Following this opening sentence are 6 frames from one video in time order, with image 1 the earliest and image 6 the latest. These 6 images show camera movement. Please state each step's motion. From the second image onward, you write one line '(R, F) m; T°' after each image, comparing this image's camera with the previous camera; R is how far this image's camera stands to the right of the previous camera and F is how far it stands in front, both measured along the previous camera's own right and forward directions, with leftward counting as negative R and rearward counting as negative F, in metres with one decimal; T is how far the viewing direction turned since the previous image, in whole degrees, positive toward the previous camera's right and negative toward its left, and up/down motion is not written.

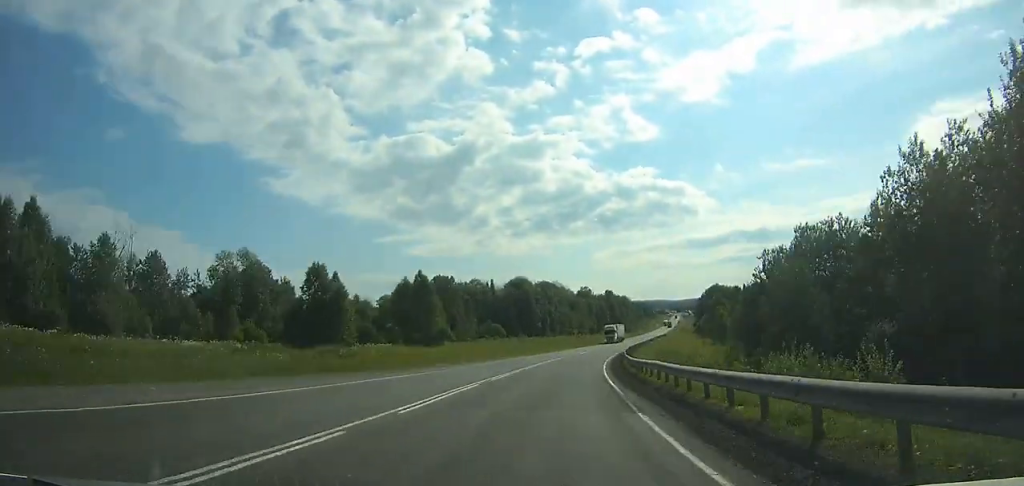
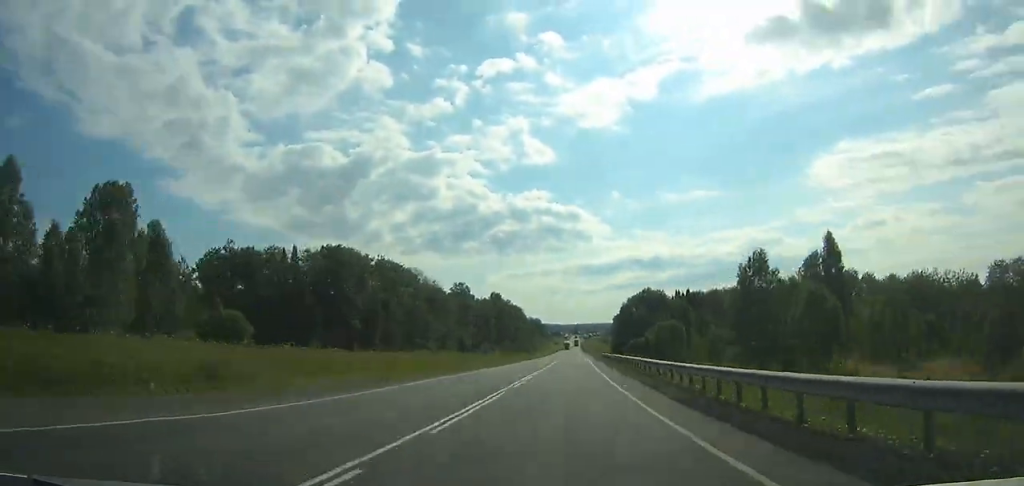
(+9.2, +97.4) m; +9°
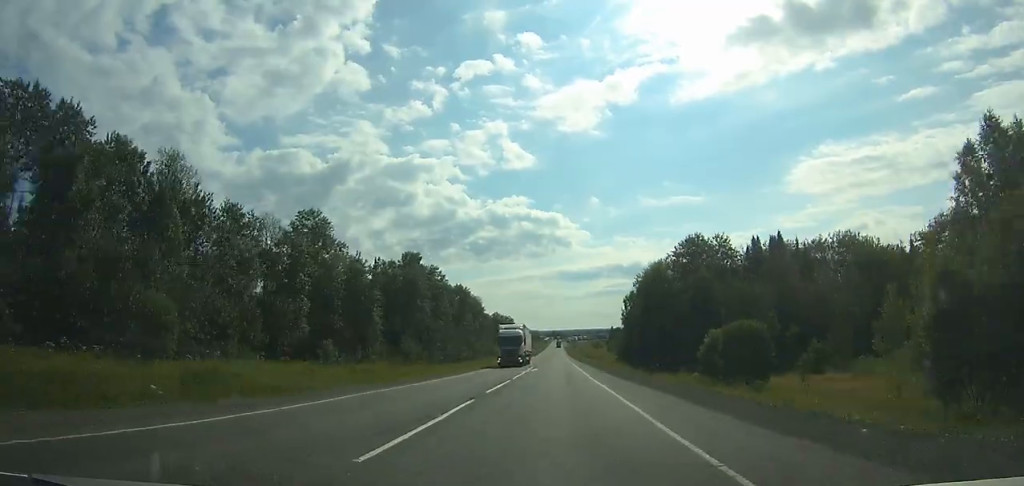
(+4.4, +115.5) m; +2°
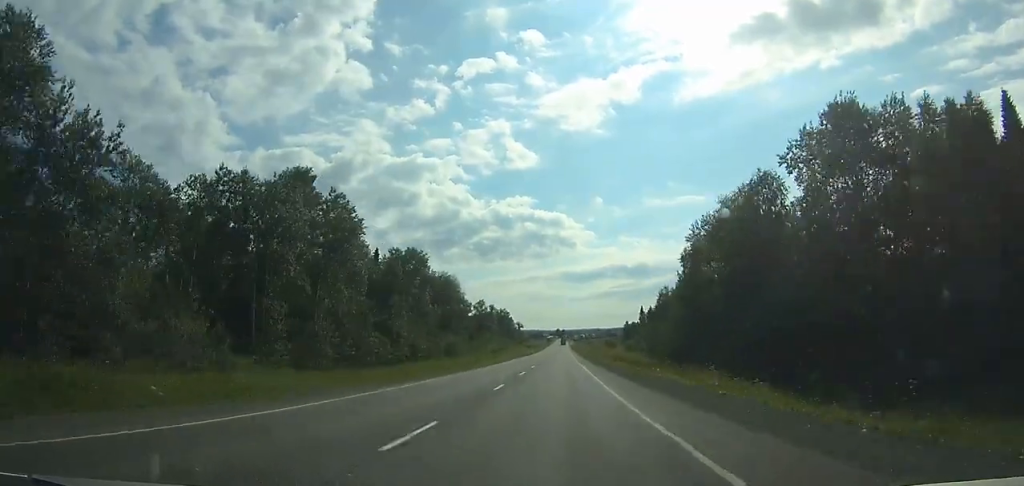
(+0.1, +64.9) m; 0°
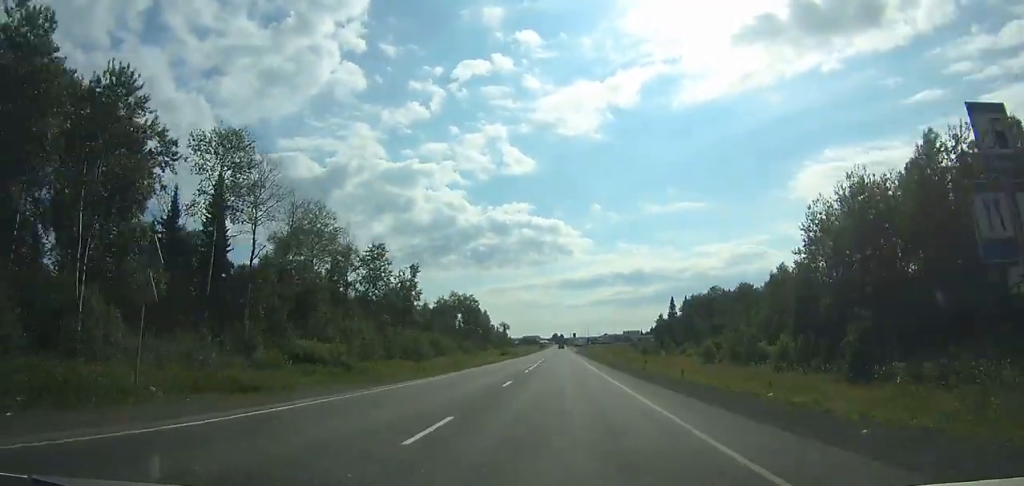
(-0.2, +118.3) m; 0°
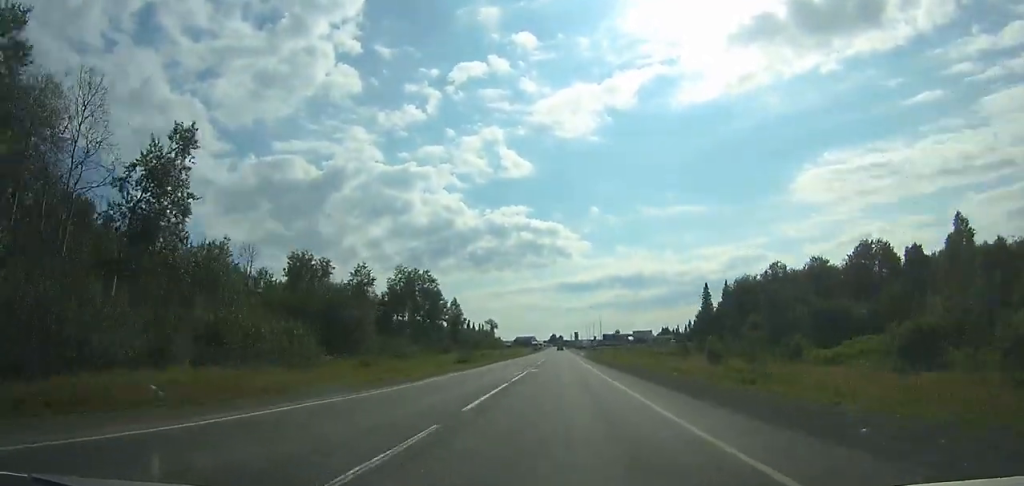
(0.0, +72.7) m; 0°
